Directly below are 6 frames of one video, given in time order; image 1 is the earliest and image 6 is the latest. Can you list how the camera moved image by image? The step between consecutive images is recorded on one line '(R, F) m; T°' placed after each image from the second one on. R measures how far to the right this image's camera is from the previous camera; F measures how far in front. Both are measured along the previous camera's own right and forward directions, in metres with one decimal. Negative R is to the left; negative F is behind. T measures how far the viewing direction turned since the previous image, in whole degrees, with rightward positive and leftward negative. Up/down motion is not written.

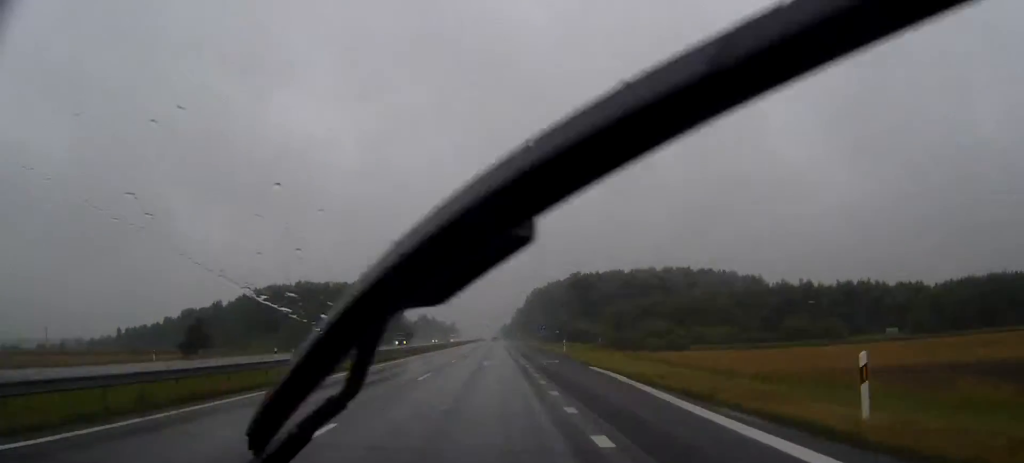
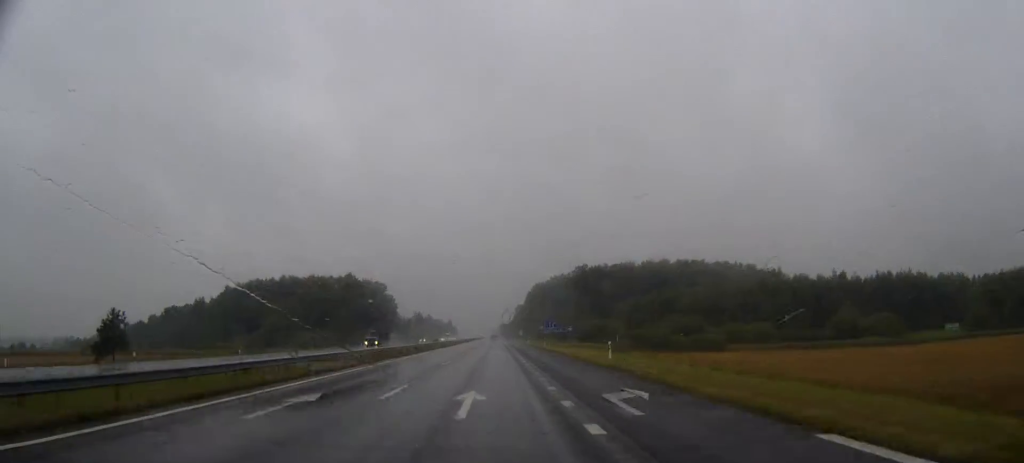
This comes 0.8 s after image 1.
(0.0, +23.4) m; 0°
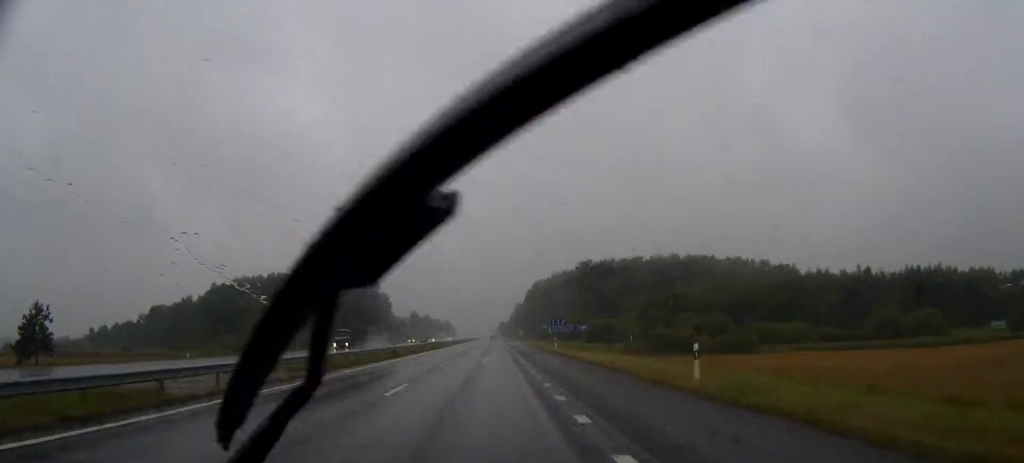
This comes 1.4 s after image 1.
(0.0, +15.0) m; 0°
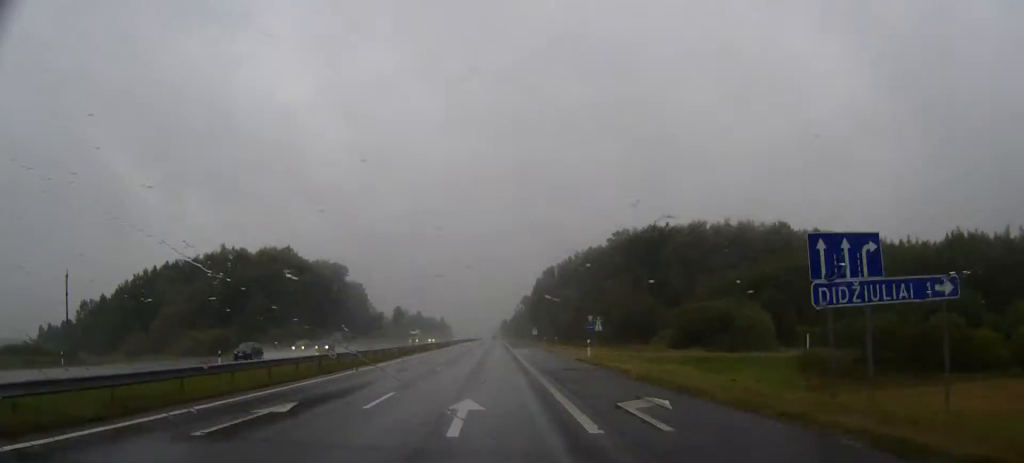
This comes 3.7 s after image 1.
(-0.1, +66.5) m; 0°
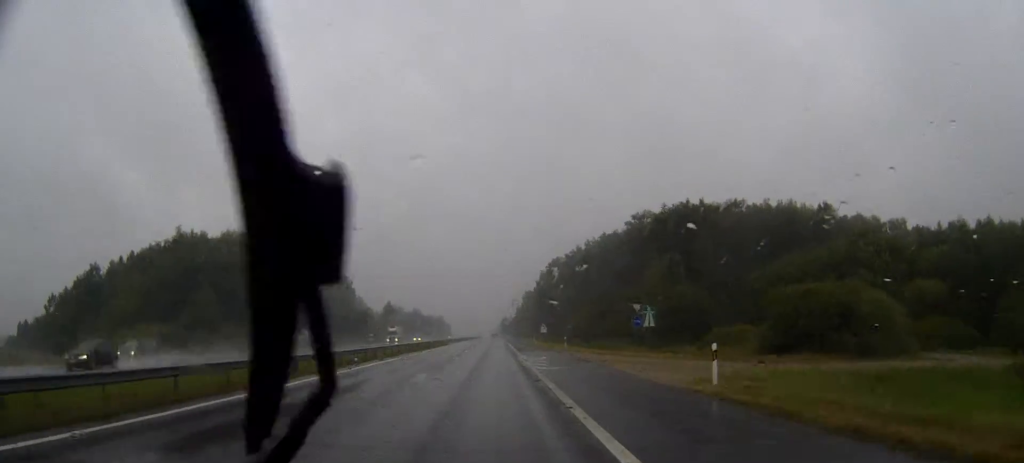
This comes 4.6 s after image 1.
(0.0, +24.4) m; 0°
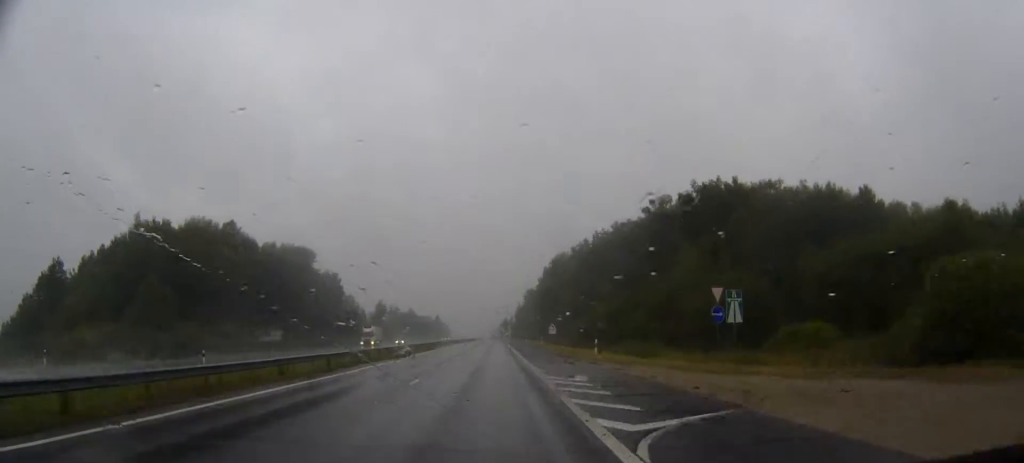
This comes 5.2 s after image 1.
(0.0, +17.8) m; 0°
